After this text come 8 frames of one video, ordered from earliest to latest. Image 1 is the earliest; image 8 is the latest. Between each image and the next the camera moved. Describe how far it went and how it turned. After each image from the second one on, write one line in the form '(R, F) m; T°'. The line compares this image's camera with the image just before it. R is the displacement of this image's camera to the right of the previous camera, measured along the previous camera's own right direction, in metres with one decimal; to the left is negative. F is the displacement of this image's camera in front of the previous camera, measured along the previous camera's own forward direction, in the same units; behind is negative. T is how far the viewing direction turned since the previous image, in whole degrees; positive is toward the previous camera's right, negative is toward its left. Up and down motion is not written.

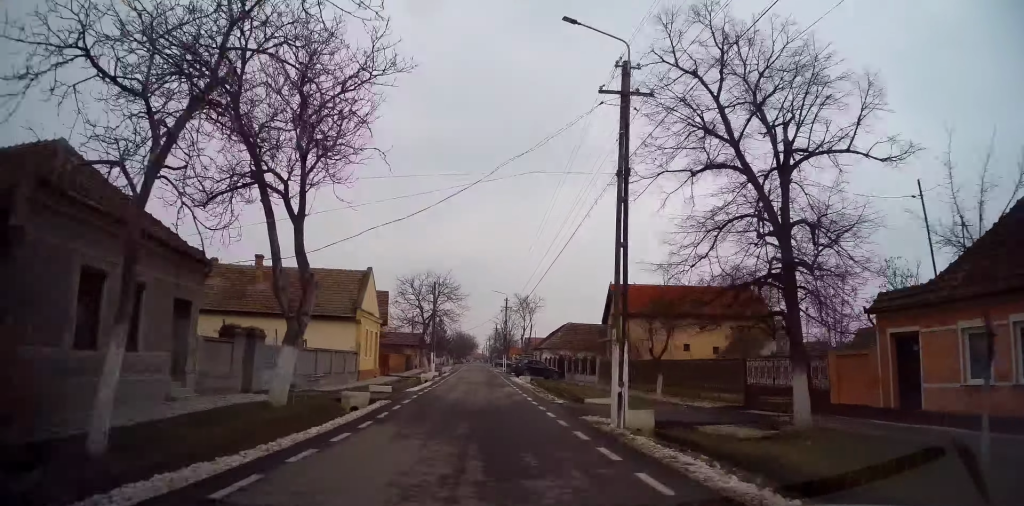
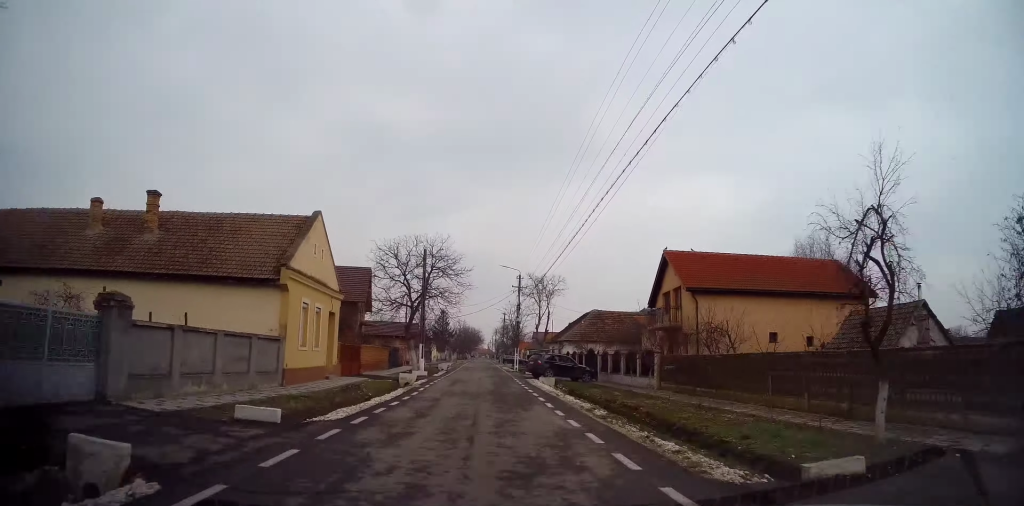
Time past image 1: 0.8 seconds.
(-0.2, +12.3) m; -1°
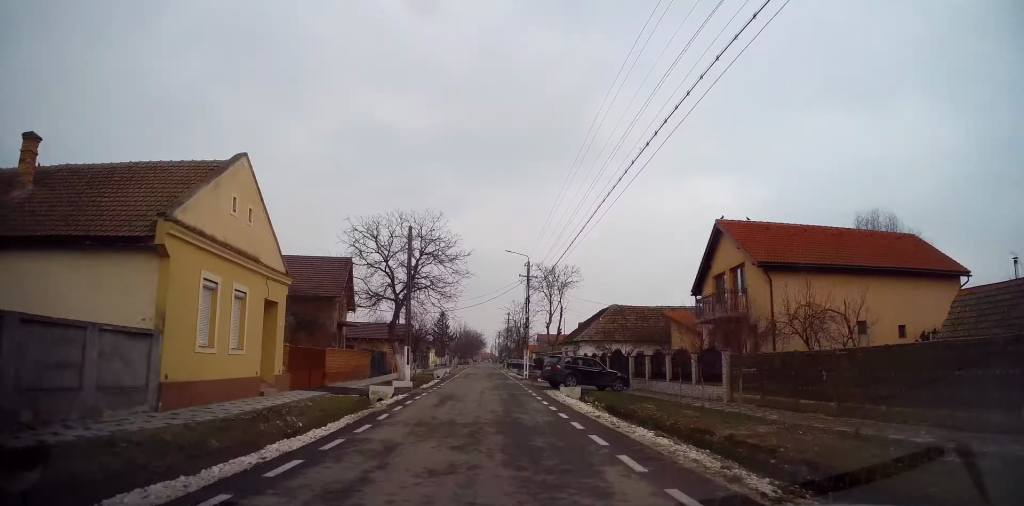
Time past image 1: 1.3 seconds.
(-0.3, +7.7) m; 0°
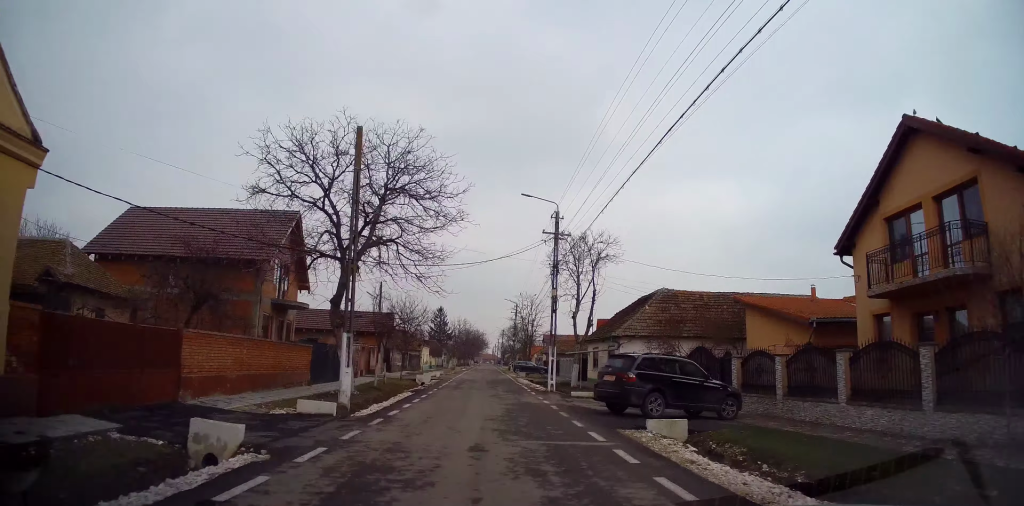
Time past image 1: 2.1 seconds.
(+0.4, +12.6) m; 0°
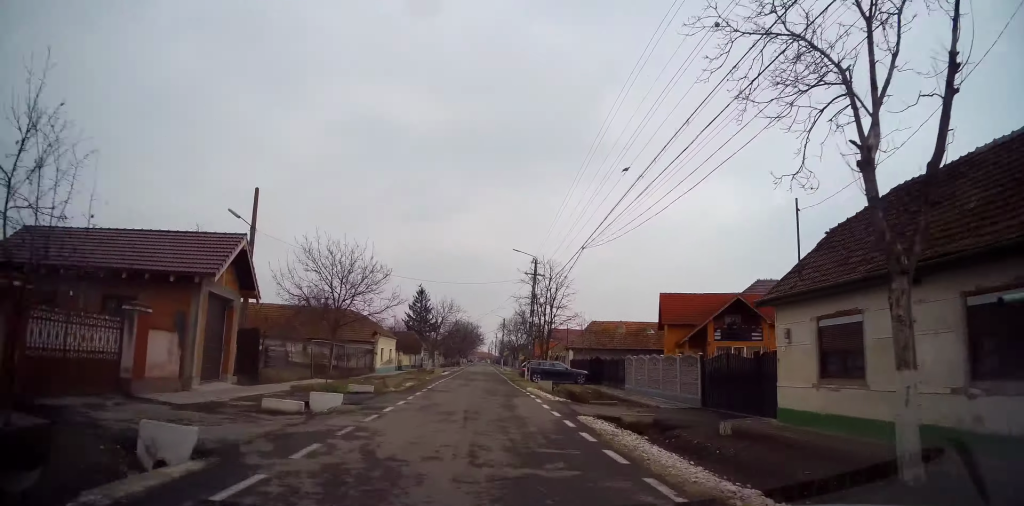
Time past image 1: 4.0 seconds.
(-0.1, +28.0) m; 0°
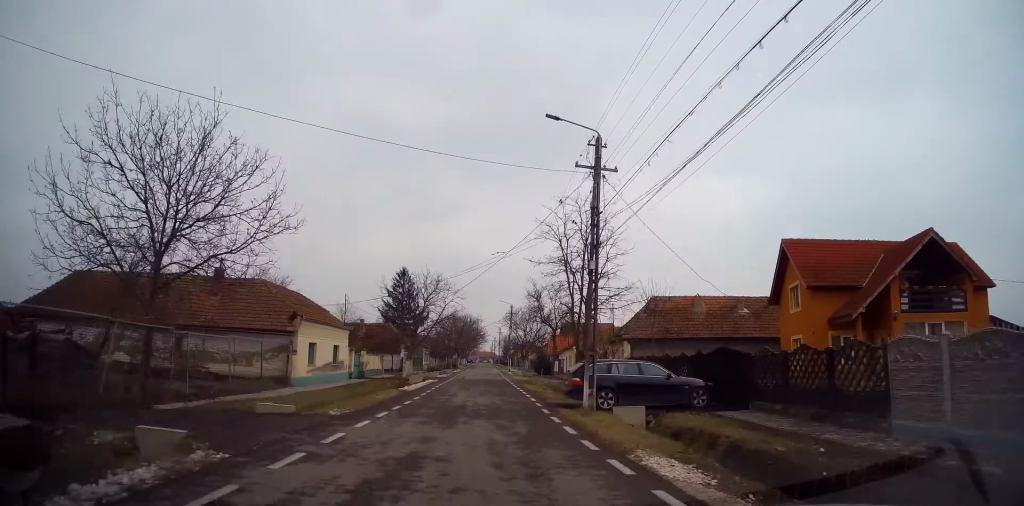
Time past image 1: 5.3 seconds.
(-0.3, +20.2) m; 0°
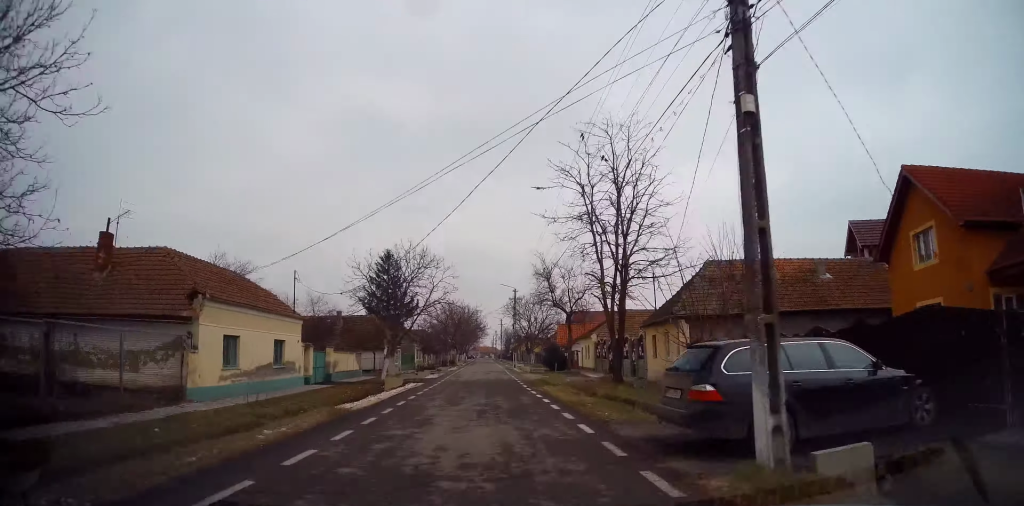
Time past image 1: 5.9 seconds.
(+0.2, +9.2) m; +1°
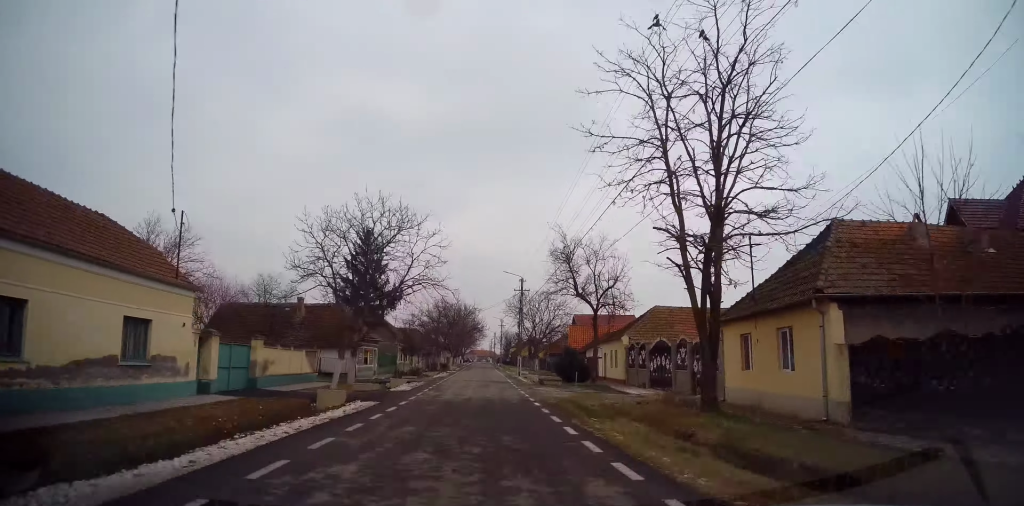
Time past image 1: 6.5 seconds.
(+0.2, +10.4) m; +1°
